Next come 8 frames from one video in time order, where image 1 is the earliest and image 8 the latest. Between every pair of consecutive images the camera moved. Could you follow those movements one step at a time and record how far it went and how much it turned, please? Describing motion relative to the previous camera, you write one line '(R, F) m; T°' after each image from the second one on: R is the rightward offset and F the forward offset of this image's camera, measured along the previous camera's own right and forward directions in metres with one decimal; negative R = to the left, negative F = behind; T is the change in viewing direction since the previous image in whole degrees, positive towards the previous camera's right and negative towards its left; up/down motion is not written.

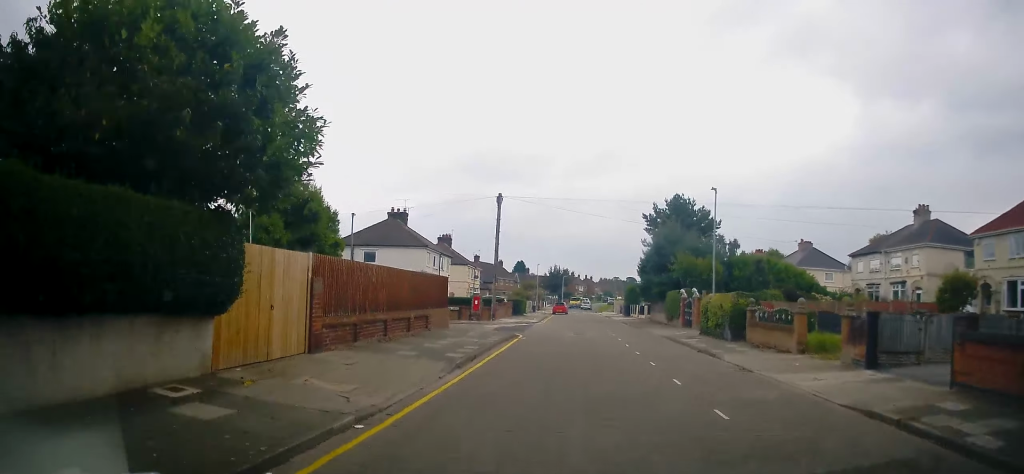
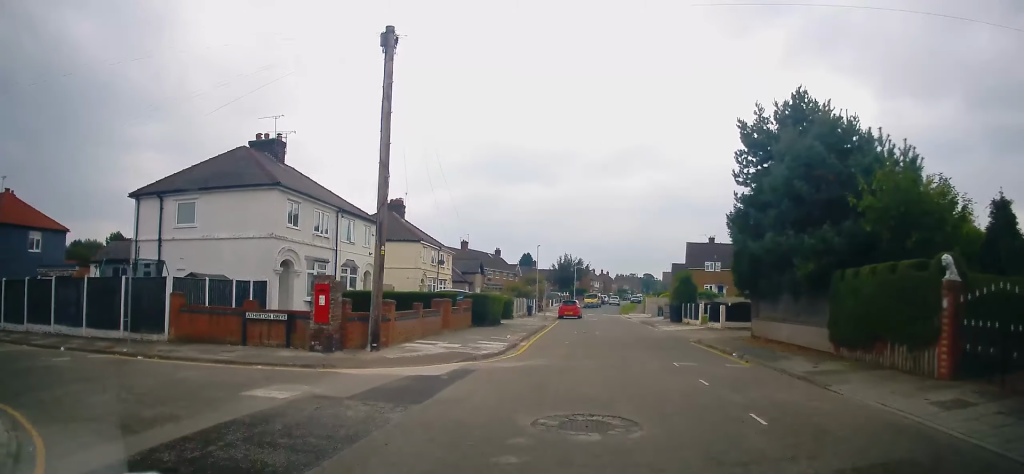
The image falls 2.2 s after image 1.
(+0.1, +24.6) m; 0°
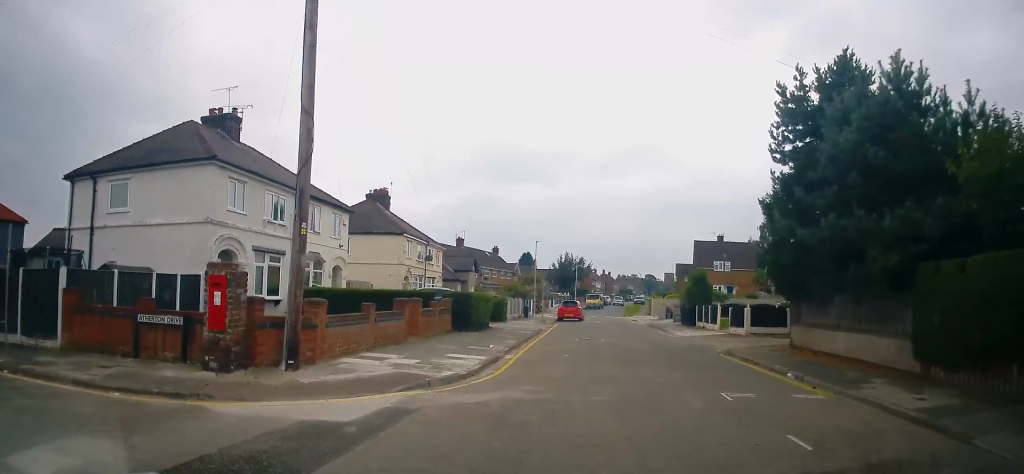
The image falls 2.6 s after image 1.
(+0.1, +4.4) m; 0°
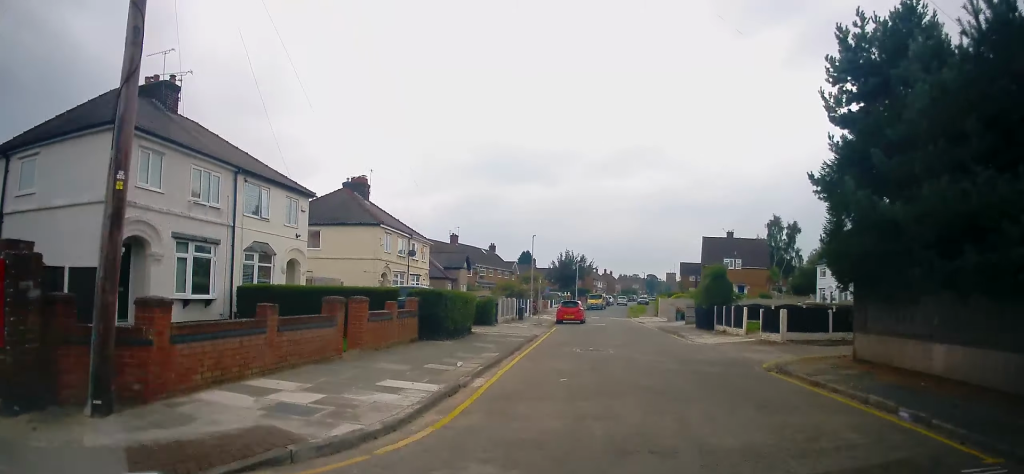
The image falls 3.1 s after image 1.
(-0.2, +4.6) m; -2°
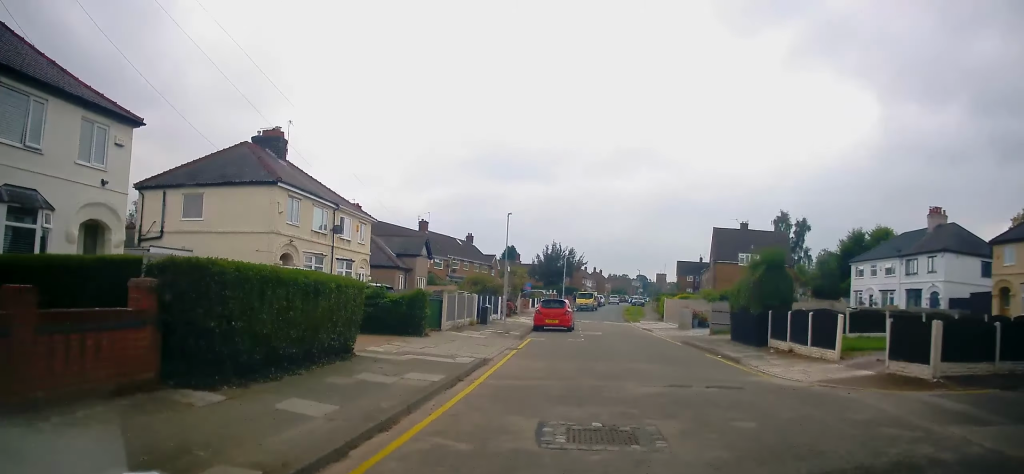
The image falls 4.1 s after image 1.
(-0.3, +10.9) m; -1°
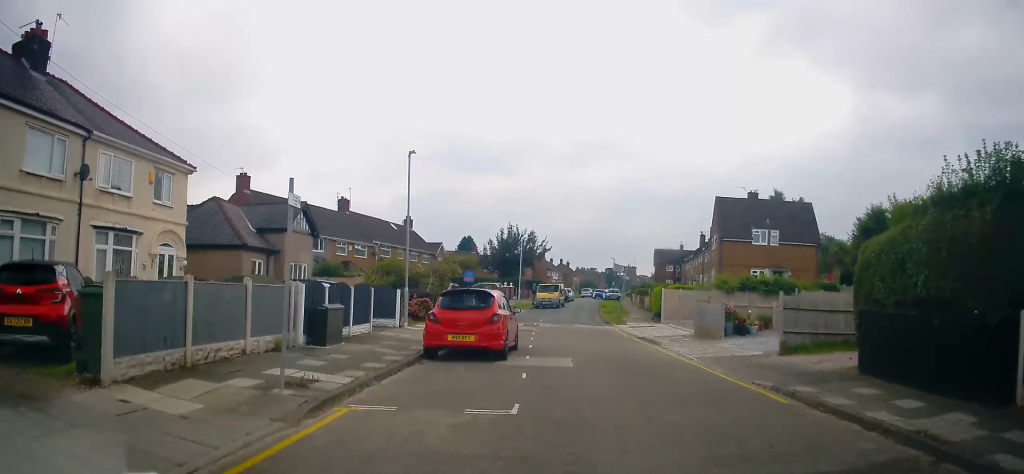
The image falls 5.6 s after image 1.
(+0.6, +14.8) m; +5°
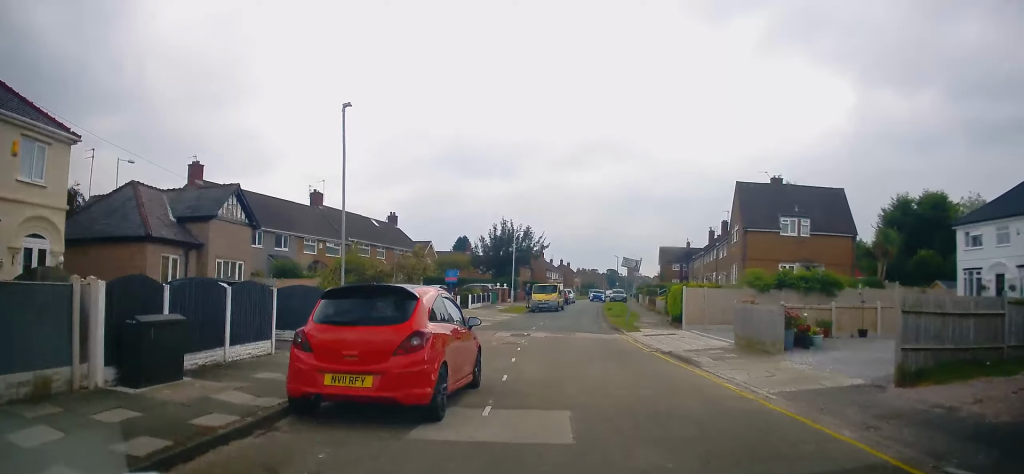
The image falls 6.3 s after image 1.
(0.0, +6.3) m; +1°
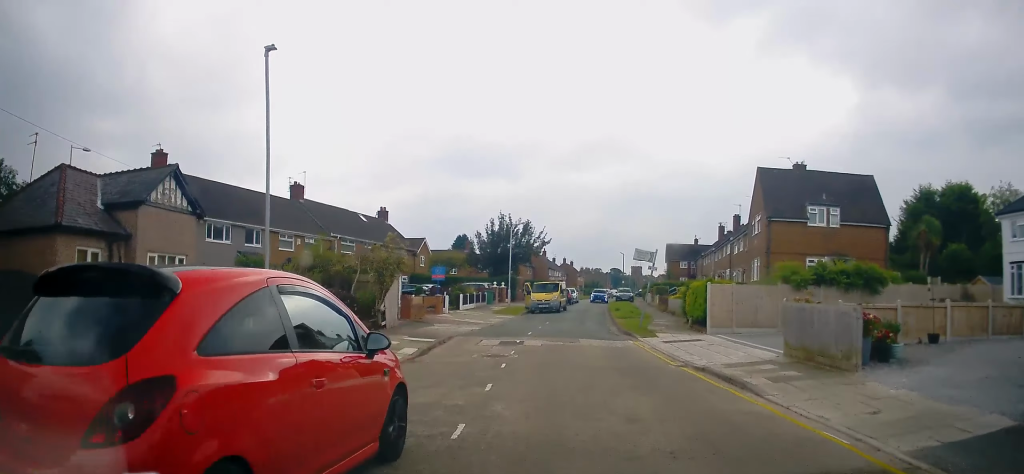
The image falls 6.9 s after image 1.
(+0.1, +4.5) m; -1°
